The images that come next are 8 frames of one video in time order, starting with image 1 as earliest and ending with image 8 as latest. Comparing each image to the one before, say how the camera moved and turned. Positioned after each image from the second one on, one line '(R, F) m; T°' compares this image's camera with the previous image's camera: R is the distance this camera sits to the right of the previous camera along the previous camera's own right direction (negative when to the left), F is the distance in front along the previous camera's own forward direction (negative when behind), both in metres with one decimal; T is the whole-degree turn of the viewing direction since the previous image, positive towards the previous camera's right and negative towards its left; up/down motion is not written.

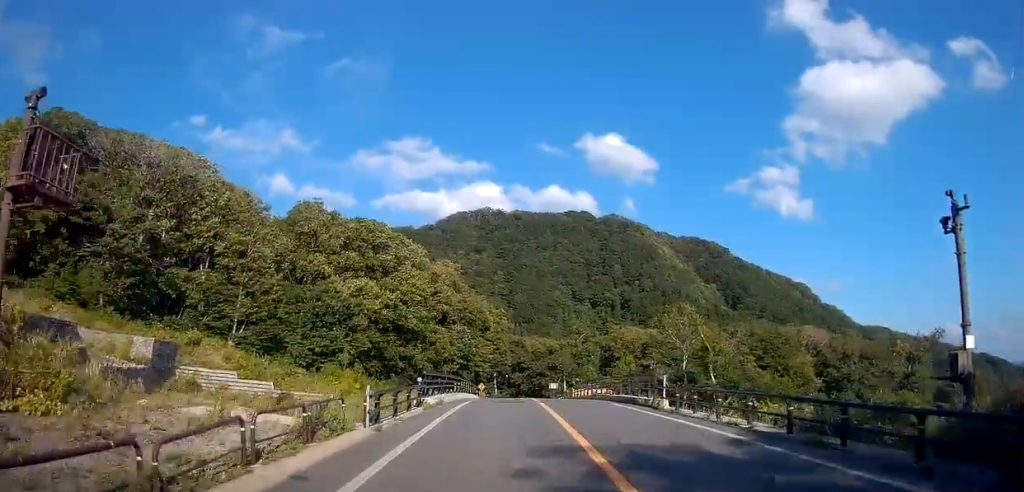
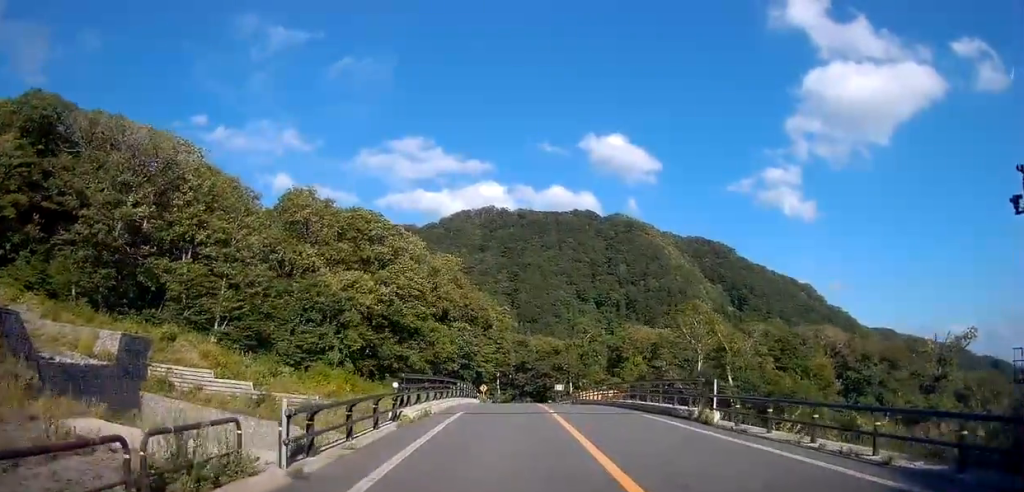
(-0.1, +4.9) m; -1°
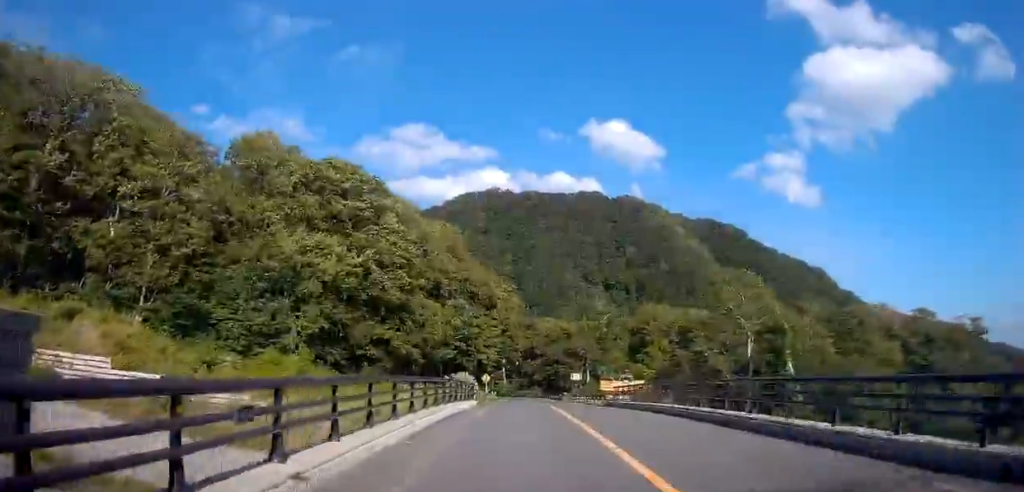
(-0.4, +13.7) m; -2°
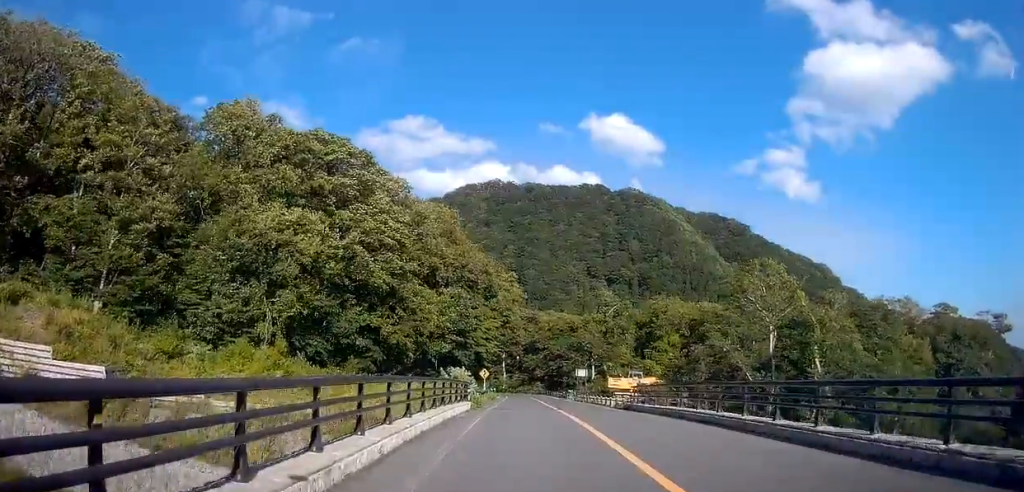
(-0.1, +5.2) m; 0°
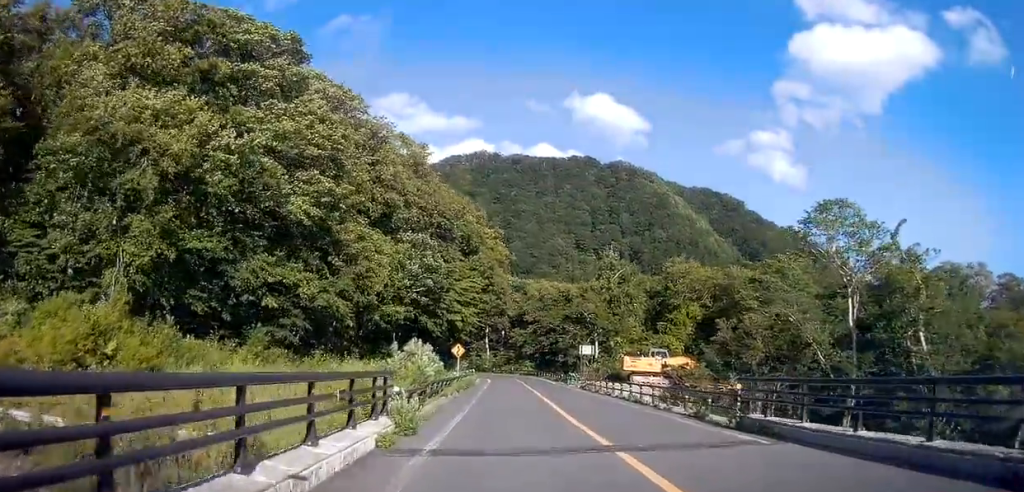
(+0.3, +16.0) m; +2°
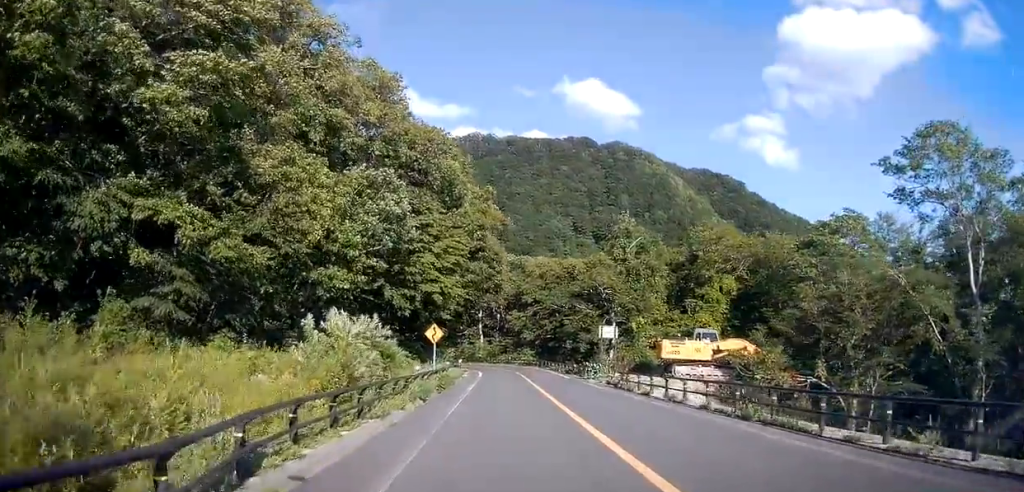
(+0.1, +13.0) m; 0°
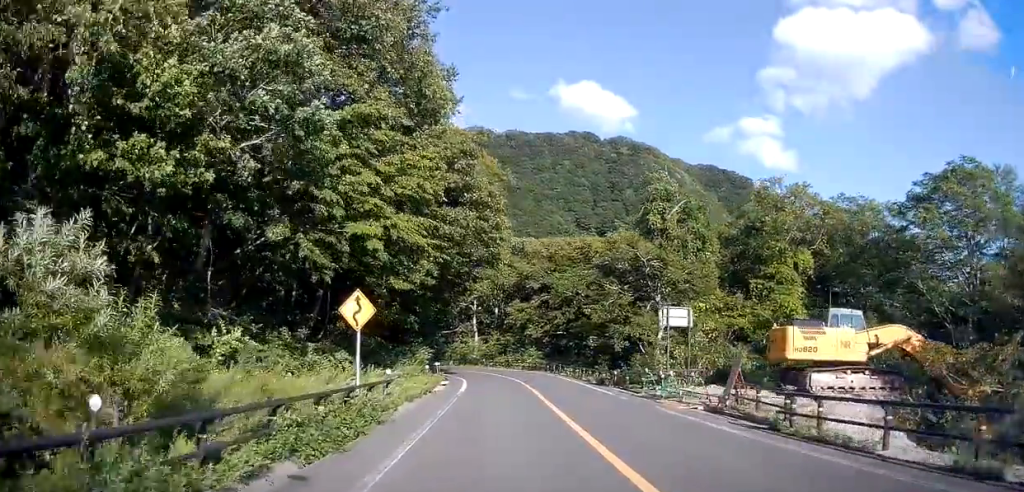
(-0.3, +16.3) m; -3°
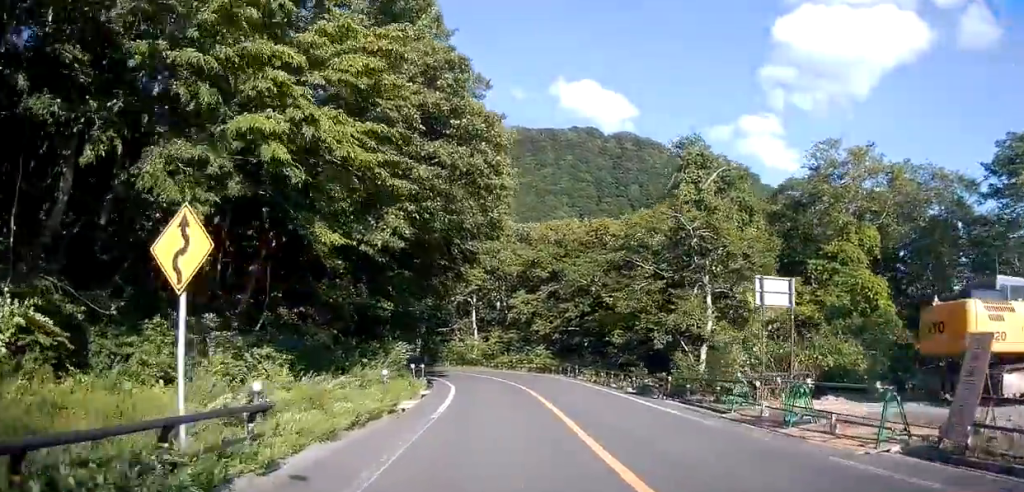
(-0.3, +8.4) m; -1°
